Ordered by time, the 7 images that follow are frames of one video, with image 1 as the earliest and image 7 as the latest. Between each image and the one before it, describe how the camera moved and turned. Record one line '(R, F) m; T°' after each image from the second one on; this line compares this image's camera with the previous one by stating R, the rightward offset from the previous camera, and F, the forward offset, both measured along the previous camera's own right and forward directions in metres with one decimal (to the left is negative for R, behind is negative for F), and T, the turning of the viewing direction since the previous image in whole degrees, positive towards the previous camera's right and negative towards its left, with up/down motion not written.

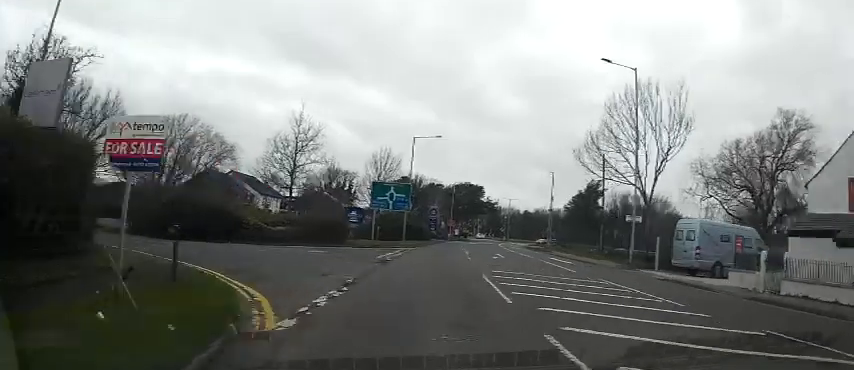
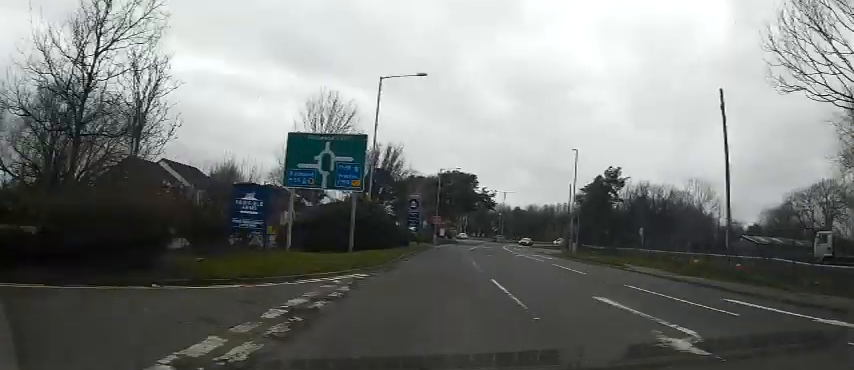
(+0.3, +19.9) m; +2°
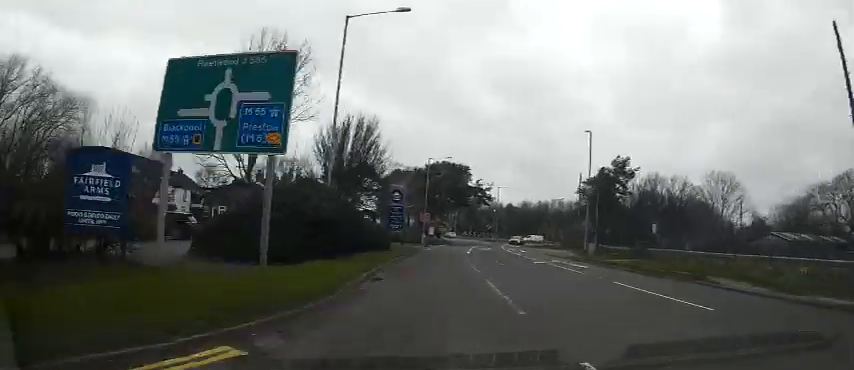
(+0.1, +8.4) m; +1°
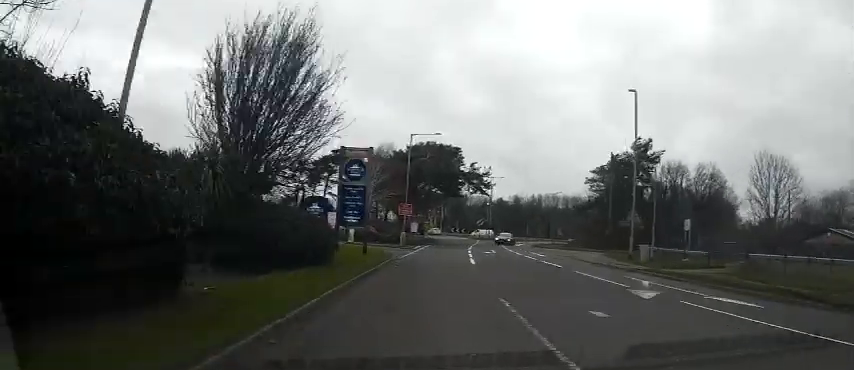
(+0.2, +13.8) m; +1°
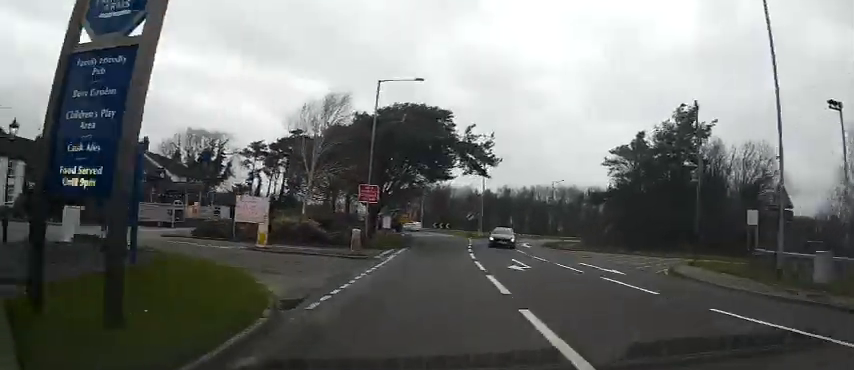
(+0.3, +16.1) m; +3°
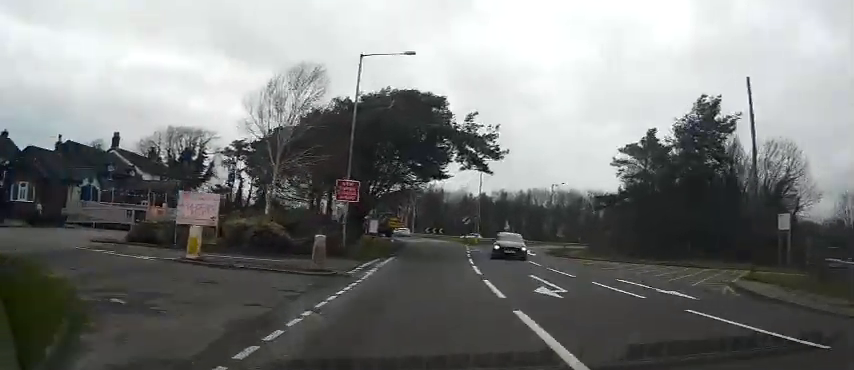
(+0.1, +5.8) m; +1°
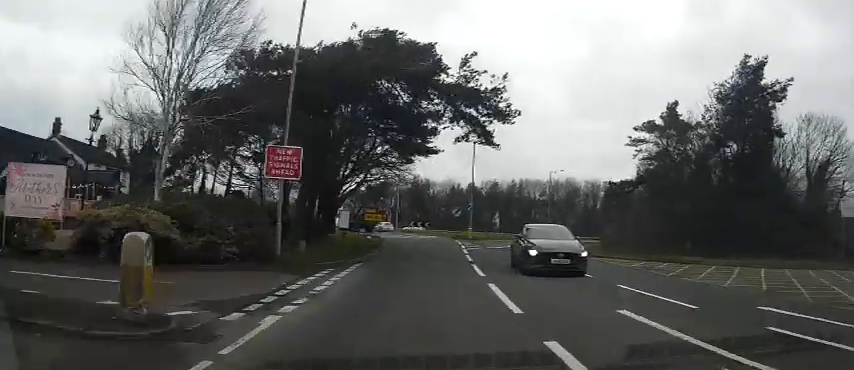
(+0.1, +8.9) m; +2°
